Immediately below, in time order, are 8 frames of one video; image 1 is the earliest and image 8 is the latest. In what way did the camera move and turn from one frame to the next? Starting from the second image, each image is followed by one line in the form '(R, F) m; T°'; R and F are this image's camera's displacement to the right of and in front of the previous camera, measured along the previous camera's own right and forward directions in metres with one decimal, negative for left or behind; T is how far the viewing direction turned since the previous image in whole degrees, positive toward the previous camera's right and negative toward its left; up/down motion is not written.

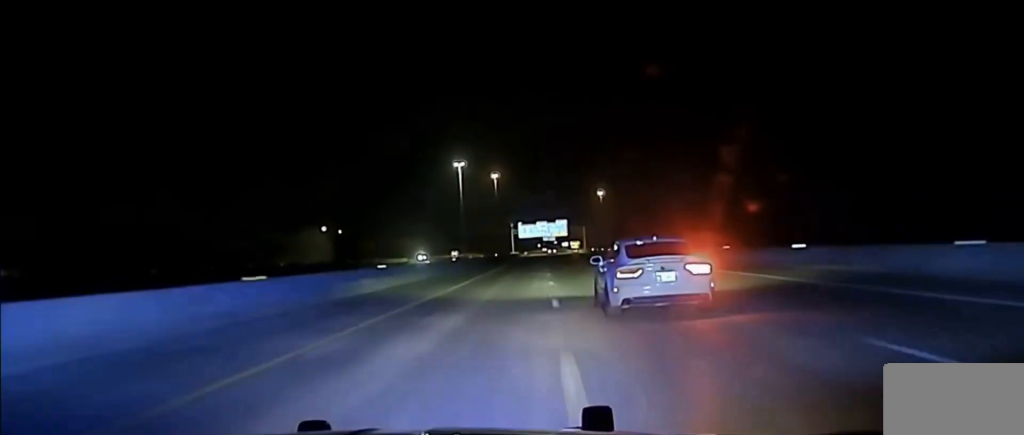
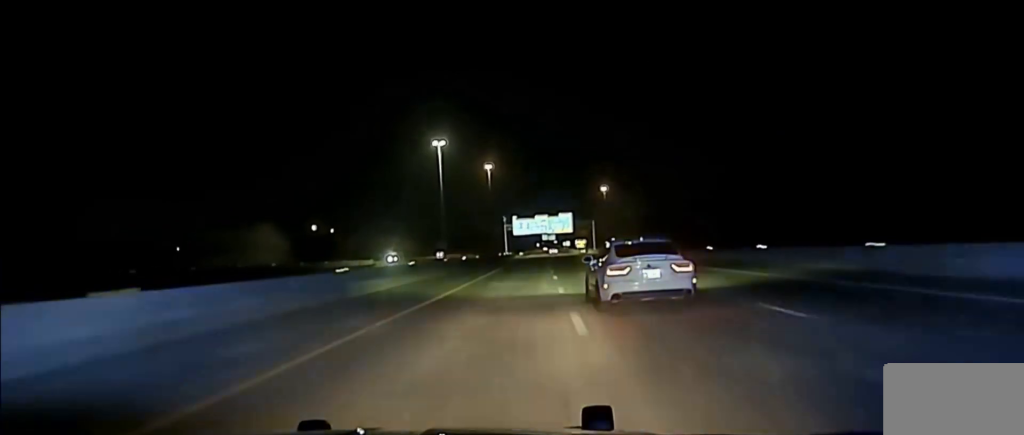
(+0.1, +58.6) m; 0°
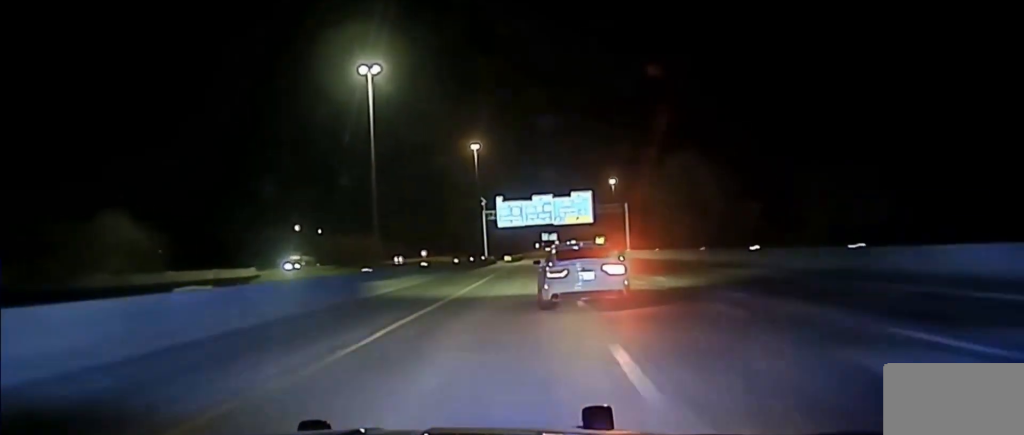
(+0.3, +87.0) m; 0°
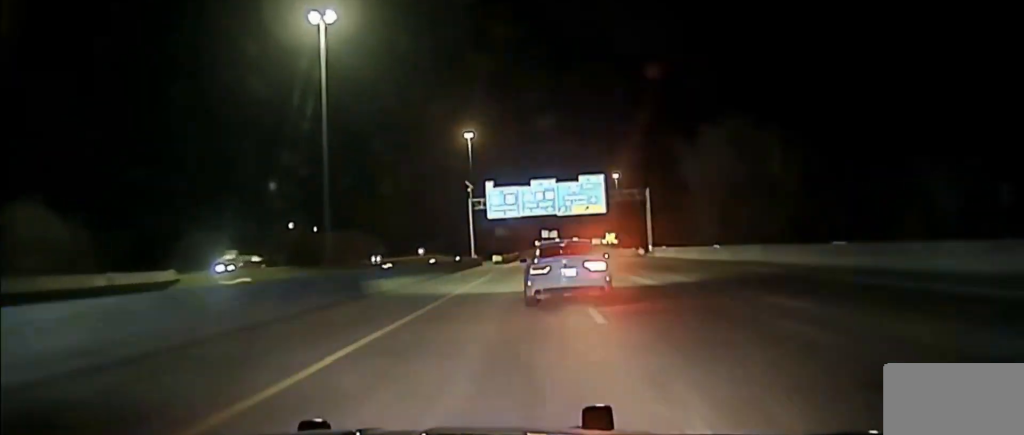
(+0.1, +26.9) m; 0°
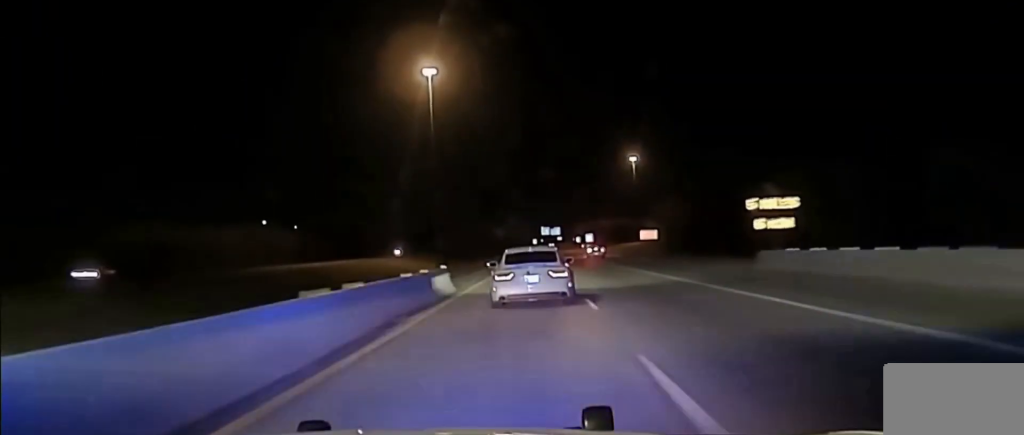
(0.0, +114.0) m; 0°
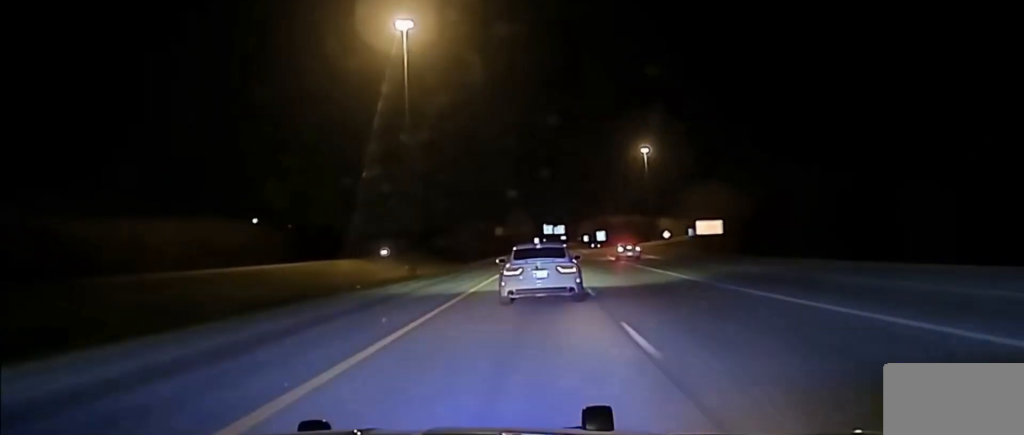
(-0.4, +44.4) m; 0°
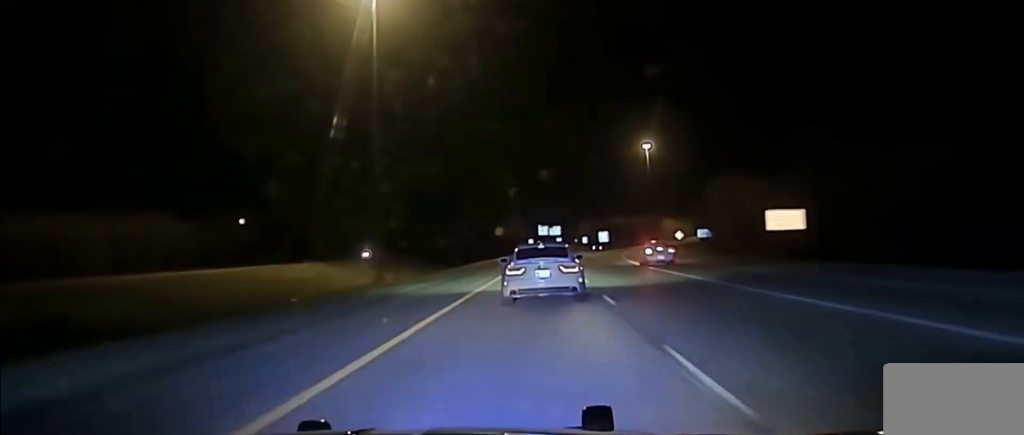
(0.0, +28.4) m; 0°
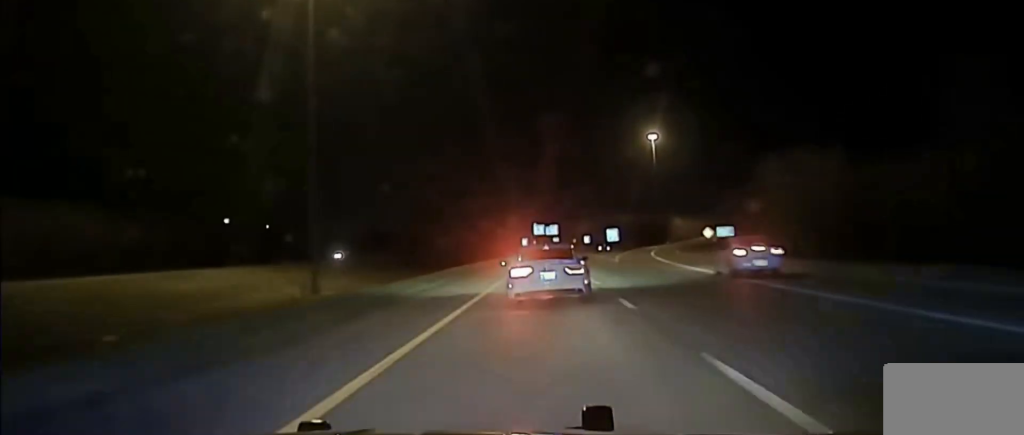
(0.0, +39.3) m; +1°
